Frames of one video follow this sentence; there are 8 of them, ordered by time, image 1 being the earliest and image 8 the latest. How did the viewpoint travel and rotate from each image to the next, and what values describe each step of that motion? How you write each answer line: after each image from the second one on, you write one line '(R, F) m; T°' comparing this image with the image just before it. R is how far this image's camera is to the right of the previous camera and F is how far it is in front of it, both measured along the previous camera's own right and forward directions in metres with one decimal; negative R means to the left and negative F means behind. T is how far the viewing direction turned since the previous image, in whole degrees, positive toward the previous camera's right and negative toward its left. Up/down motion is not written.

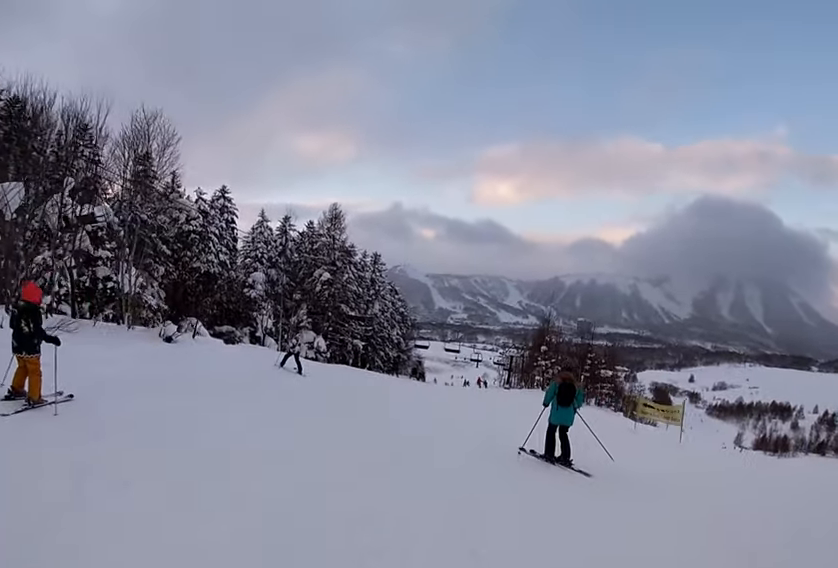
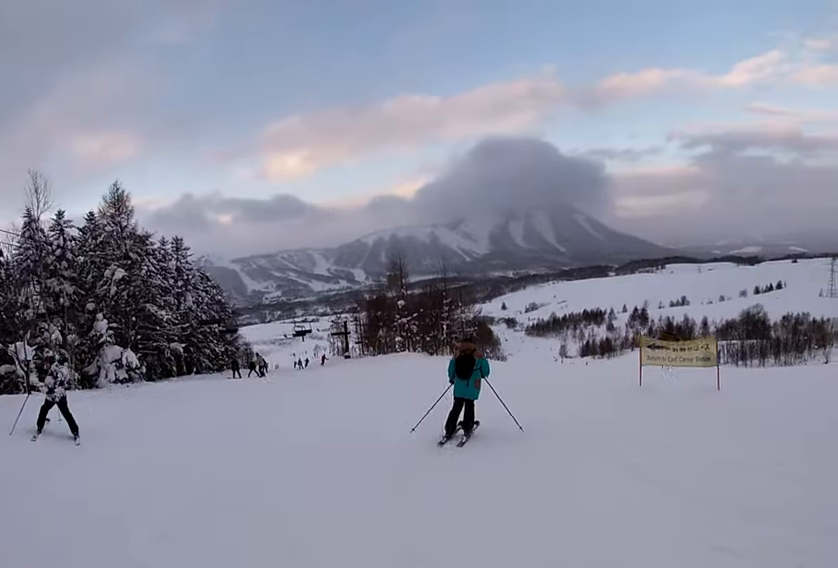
(0.0, +8.4) m; +7°
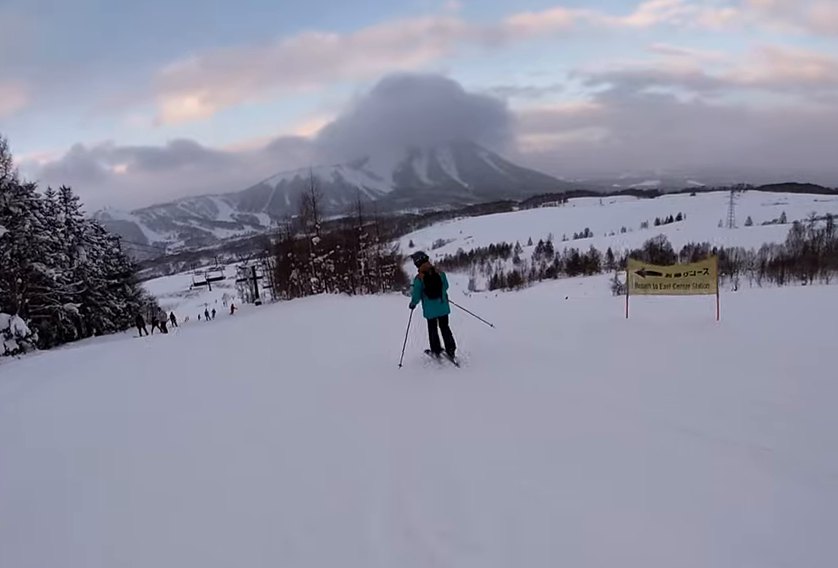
(0.0, +2.6) m; -3°
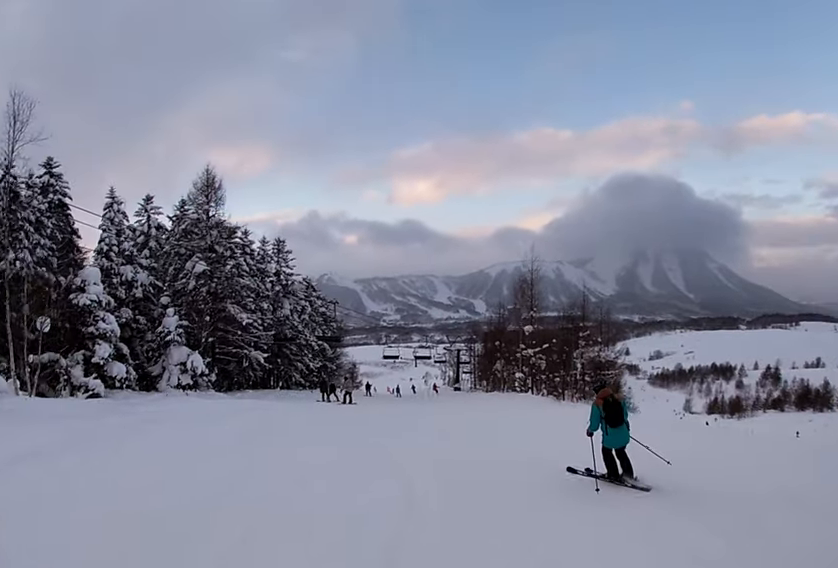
(-0.5, +4.3) m; -15°
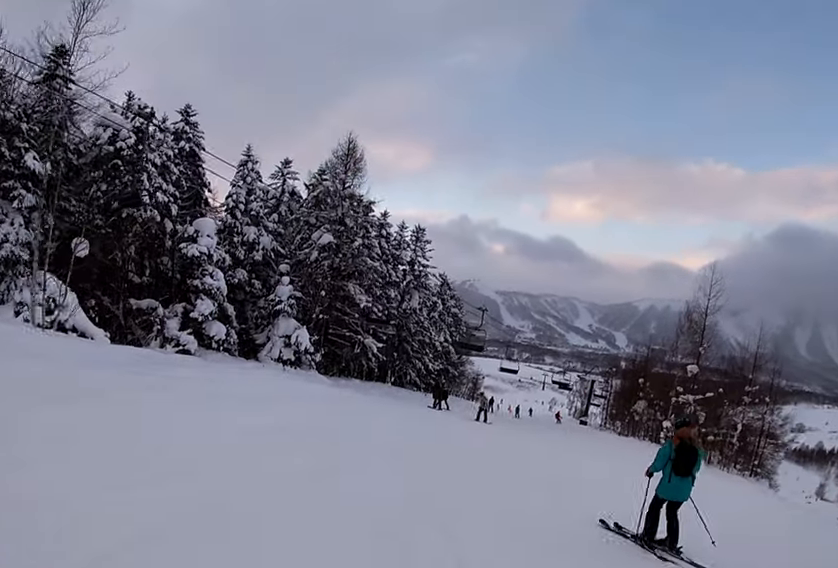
(-0.5, +3.6) m; -8°
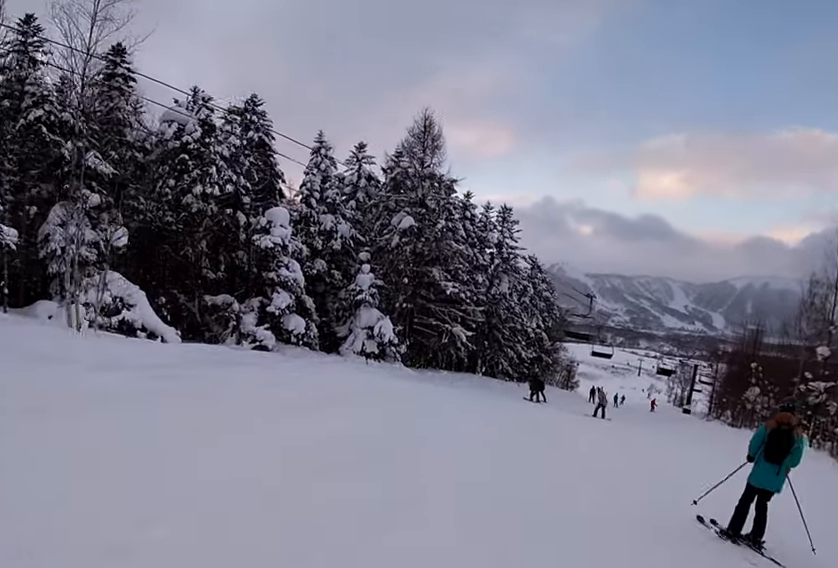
(0.0, +1.8) m; -4°
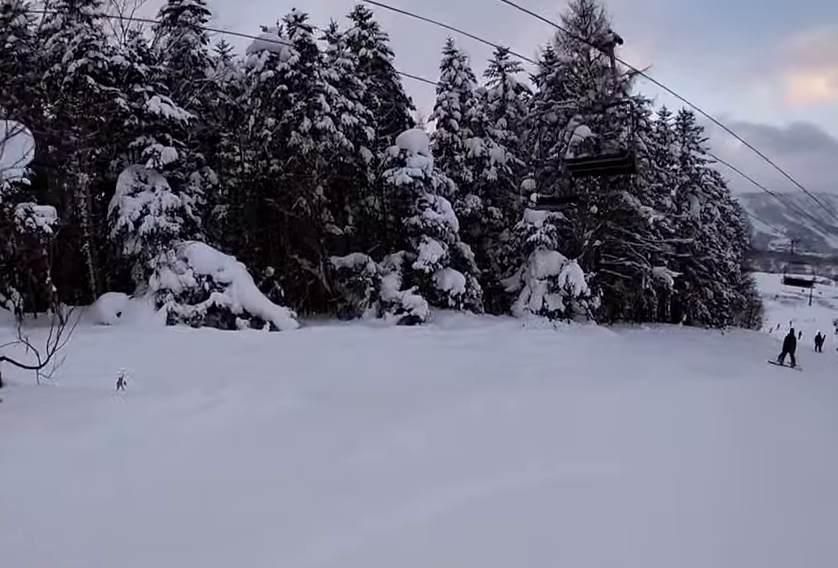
(-1.0, +6.5) m; -24°
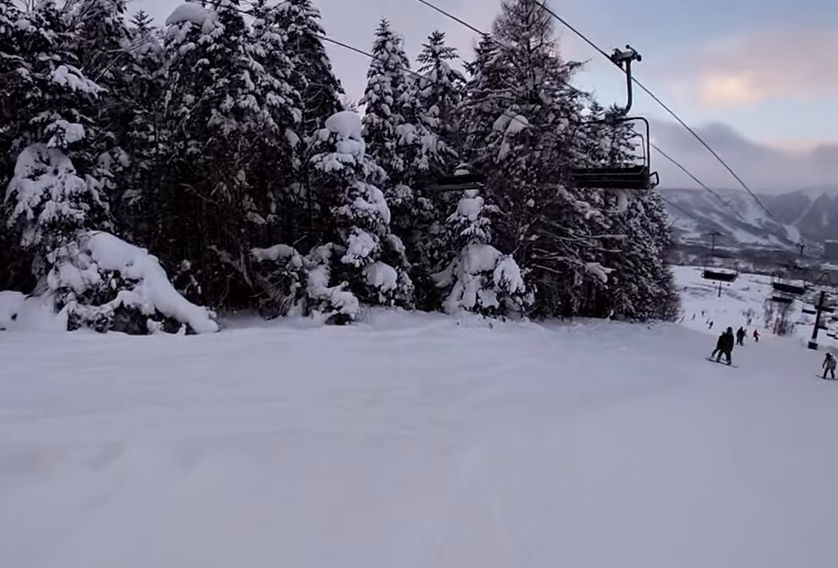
(-0.2, +1.7) m; -1°
